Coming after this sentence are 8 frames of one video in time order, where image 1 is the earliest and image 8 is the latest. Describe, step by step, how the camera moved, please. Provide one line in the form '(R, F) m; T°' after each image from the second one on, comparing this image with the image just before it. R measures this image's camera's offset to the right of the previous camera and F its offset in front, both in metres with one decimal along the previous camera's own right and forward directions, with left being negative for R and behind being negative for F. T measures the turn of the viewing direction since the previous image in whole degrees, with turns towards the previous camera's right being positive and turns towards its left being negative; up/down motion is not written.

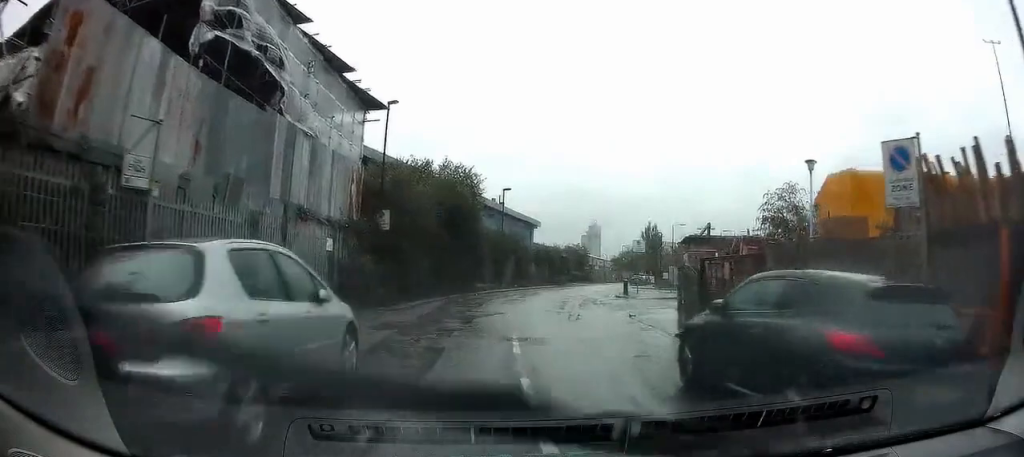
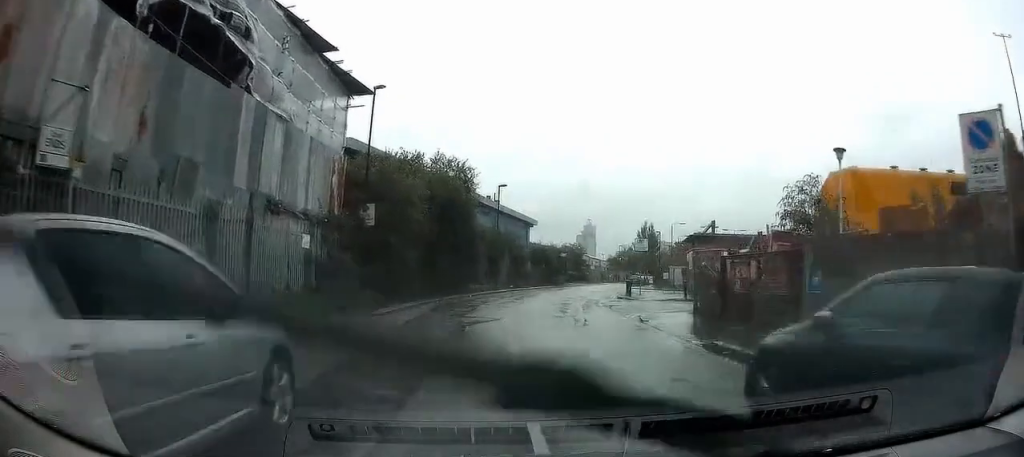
(0.0, +1.9) m; +2°
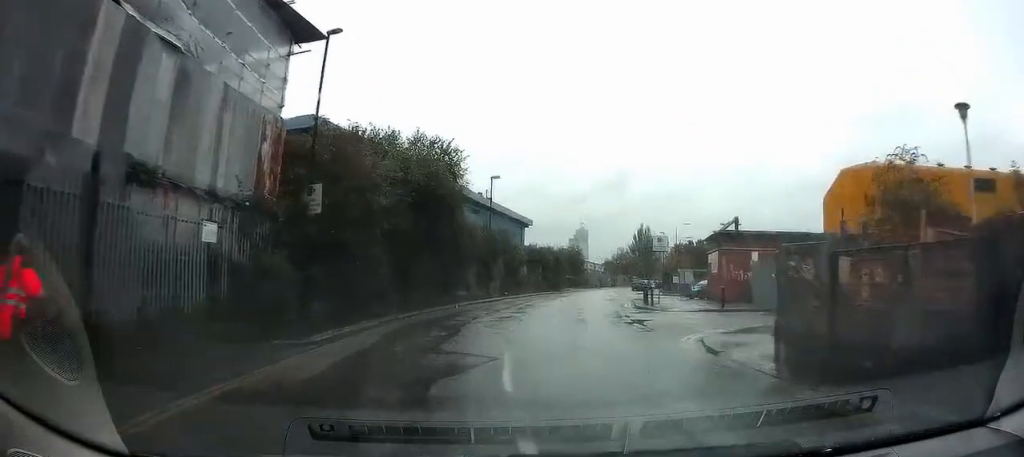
(+0.4, +5.6) m; +1°
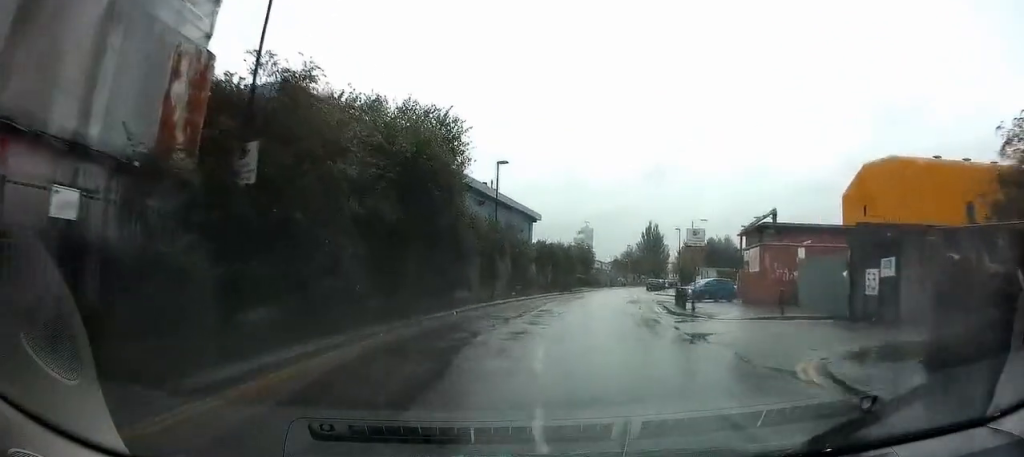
(-0.2, +4.6) m; -3°
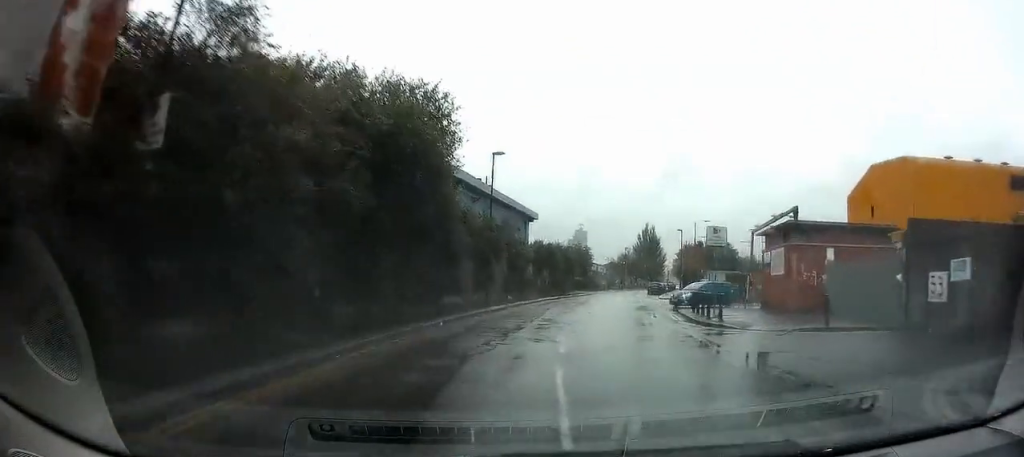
(-0.2, +2.9) m; 0°
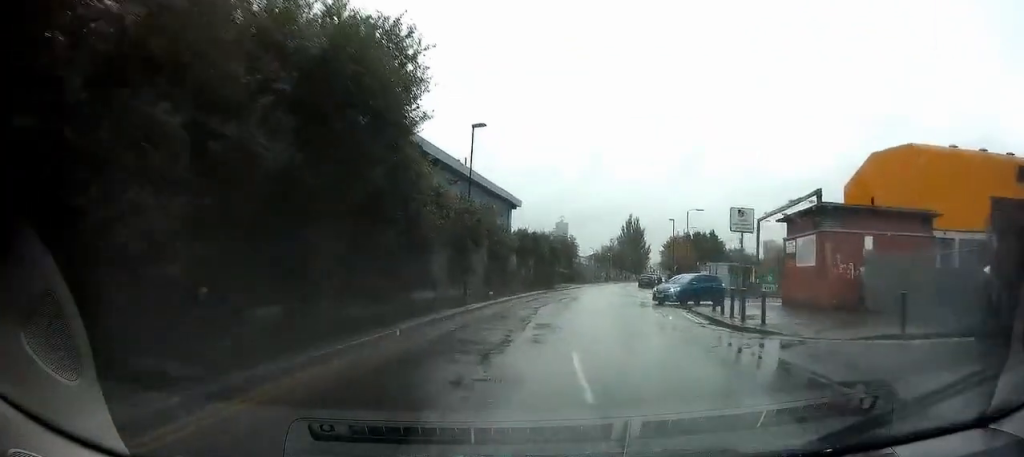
(+0.2, +4.3) m; 0°
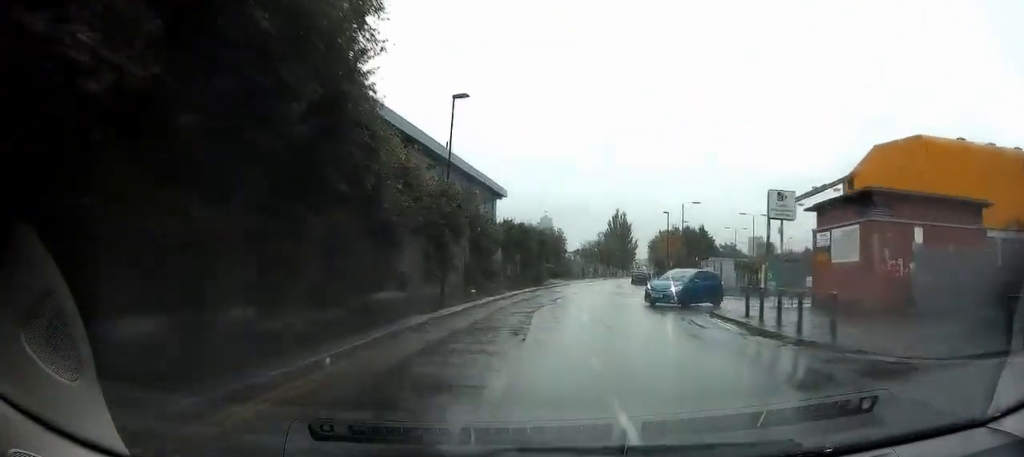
(0.0, +4.1) m; 0°
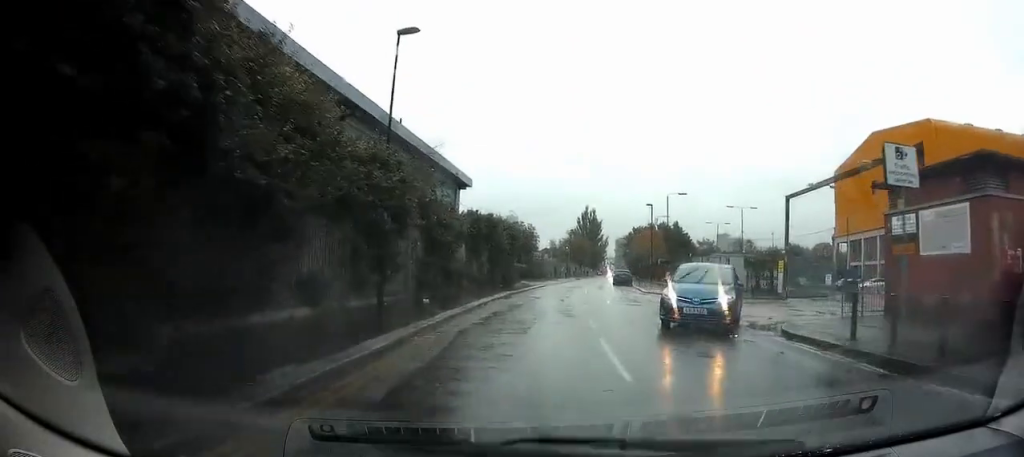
(0.0, +7.6) m; +2°
